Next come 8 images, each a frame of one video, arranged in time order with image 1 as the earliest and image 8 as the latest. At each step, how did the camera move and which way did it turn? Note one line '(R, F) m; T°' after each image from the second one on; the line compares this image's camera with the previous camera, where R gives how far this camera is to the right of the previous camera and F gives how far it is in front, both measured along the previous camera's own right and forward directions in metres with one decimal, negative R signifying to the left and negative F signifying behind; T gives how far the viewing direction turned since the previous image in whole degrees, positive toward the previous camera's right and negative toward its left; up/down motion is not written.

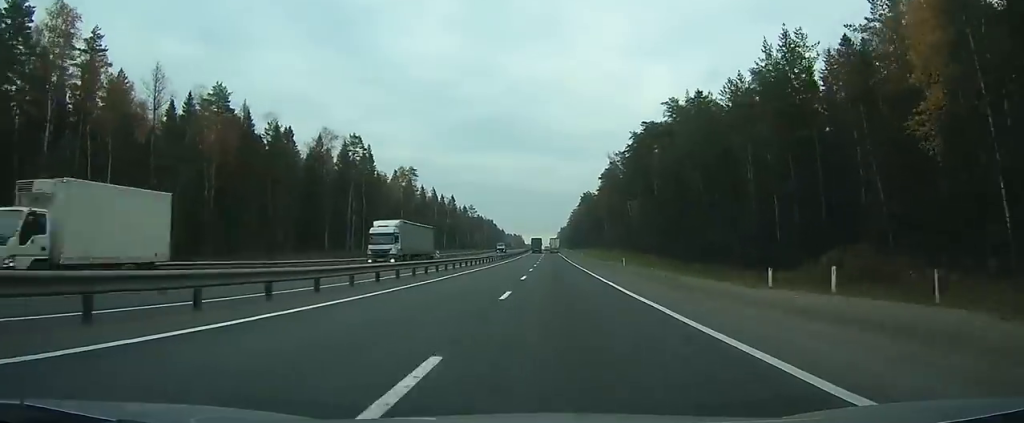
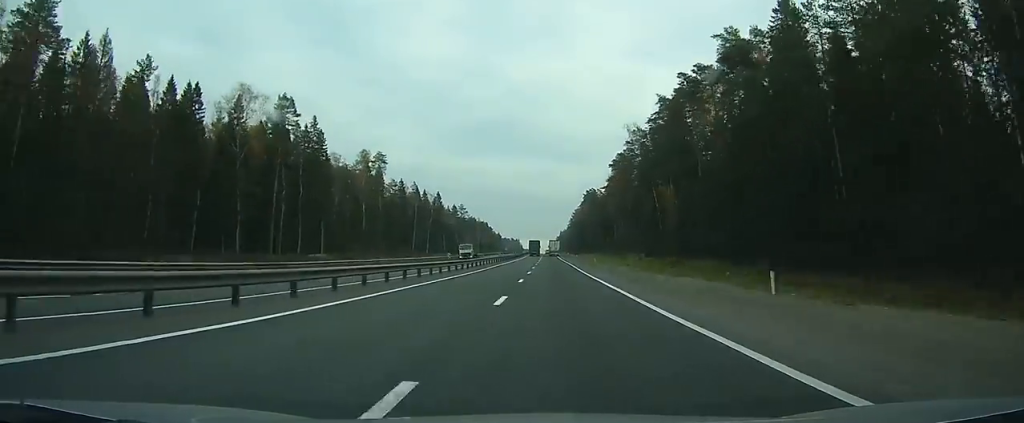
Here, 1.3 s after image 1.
(0.0, +35.8) m; 0°
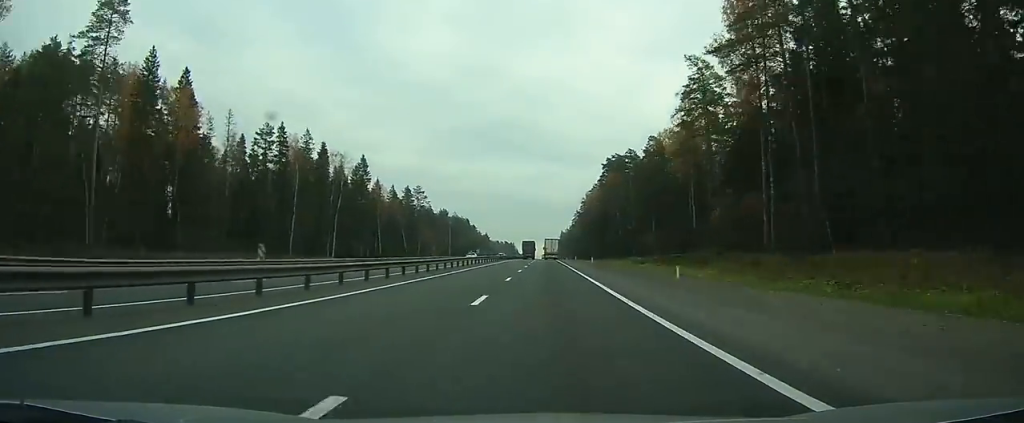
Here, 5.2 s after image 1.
(+0.3, +109.5) m; 0°
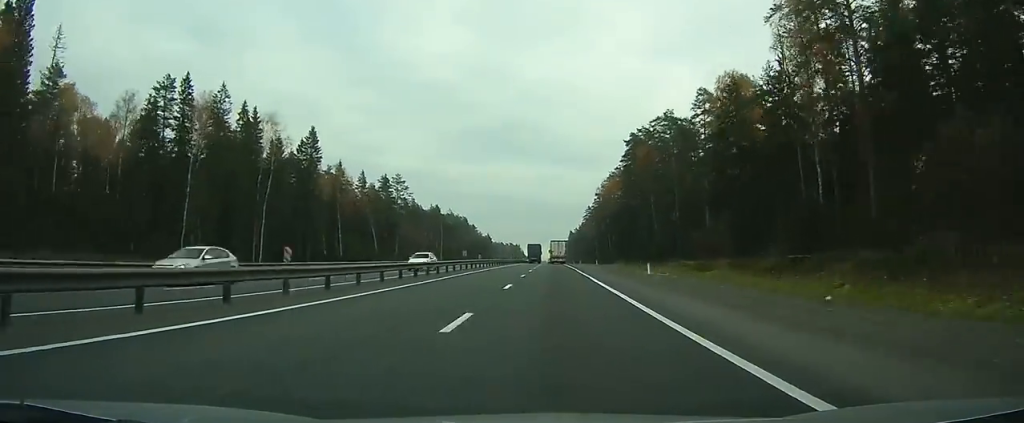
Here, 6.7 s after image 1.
(-0.1, +42.4) m; 0°
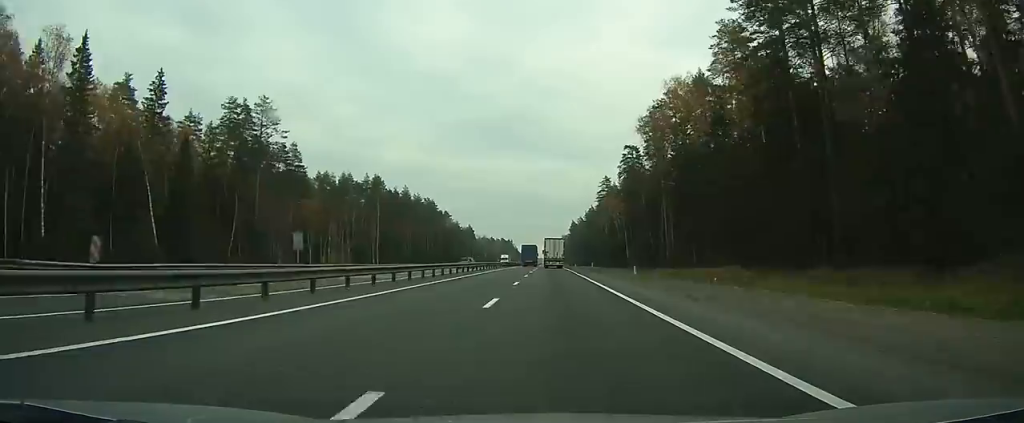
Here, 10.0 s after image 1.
(-0.1, +89.9) m; 0°
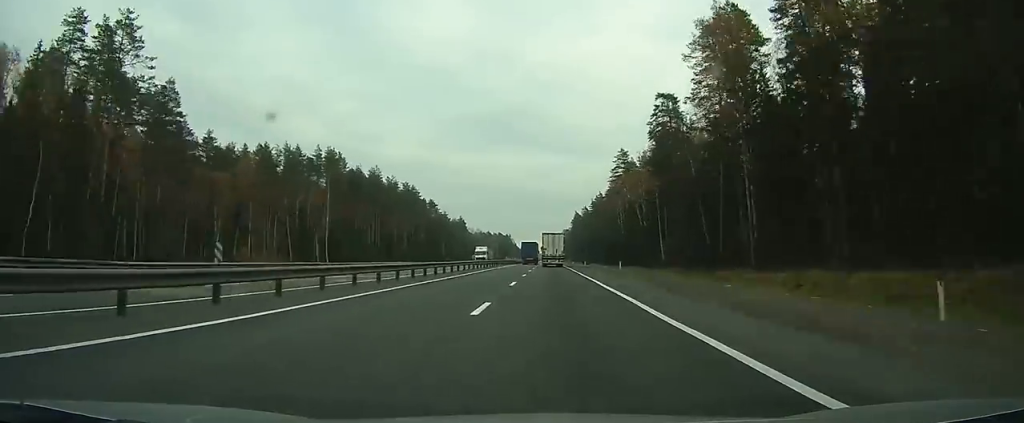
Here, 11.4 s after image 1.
(0.0, +36.1) m; 0°
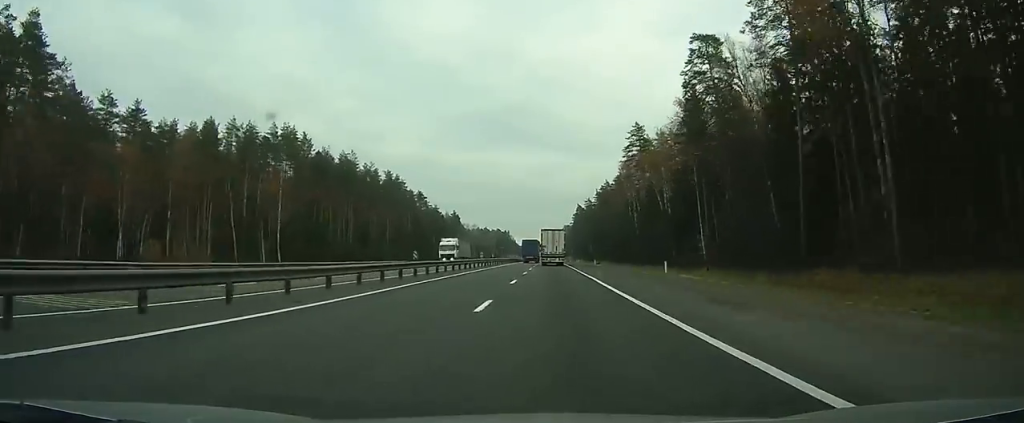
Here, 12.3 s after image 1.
(0.0, +22.1) m; 0°
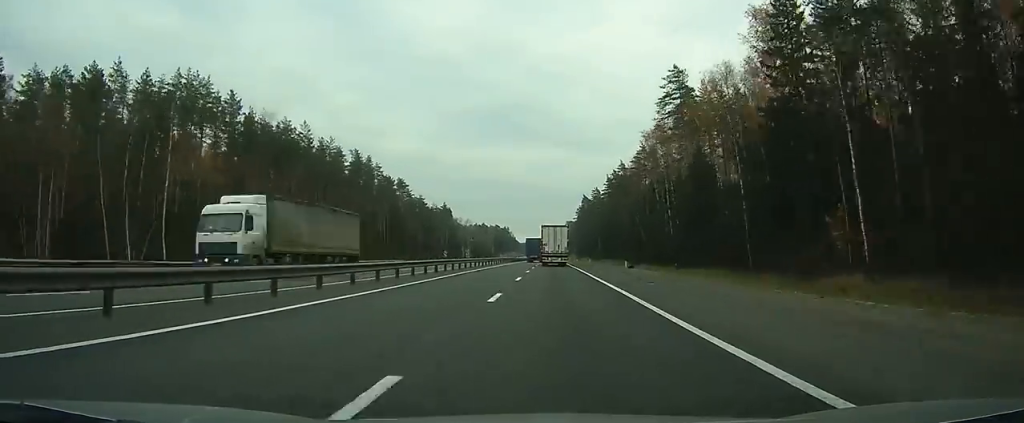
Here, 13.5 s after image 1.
(-0.1, +33.6) m; 0°
